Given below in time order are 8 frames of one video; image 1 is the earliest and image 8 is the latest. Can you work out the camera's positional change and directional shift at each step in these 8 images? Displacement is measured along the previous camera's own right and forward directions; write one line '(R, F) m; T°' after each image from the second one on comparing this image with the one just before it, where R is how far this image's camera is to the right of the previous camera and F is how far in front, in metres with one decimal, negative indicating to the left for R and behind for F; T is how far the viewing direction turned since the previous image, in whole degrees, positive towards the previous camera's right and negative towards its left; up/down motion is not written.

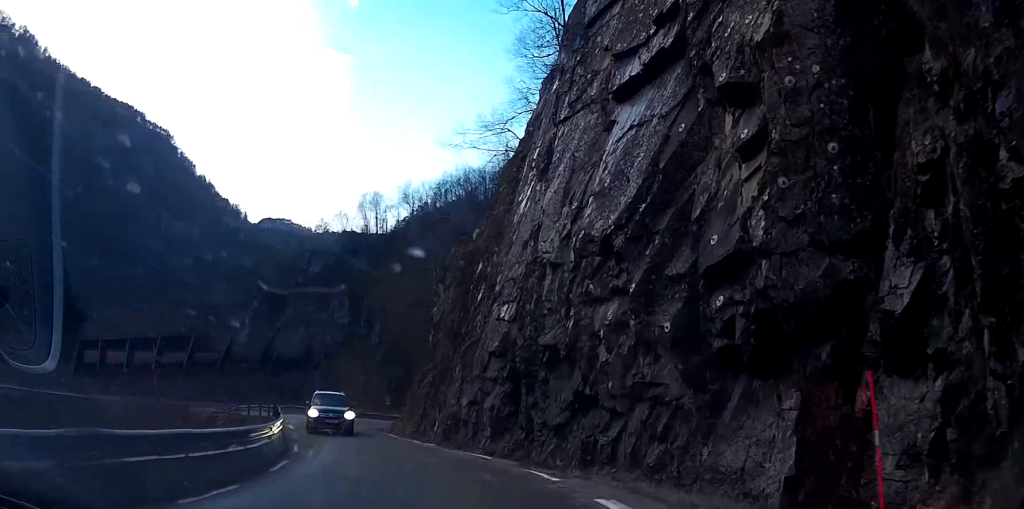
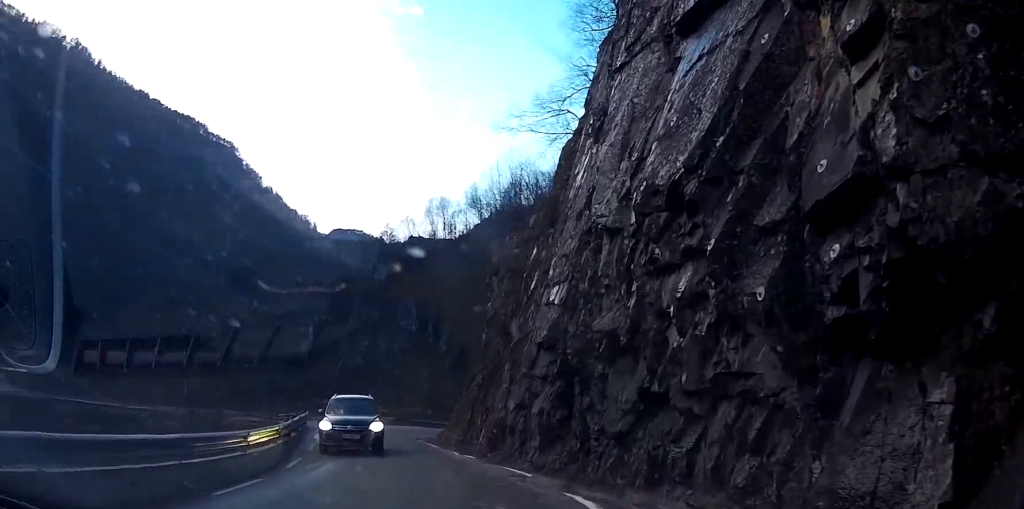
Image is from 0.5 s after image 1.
(-0.5, +4.9) m; -5°
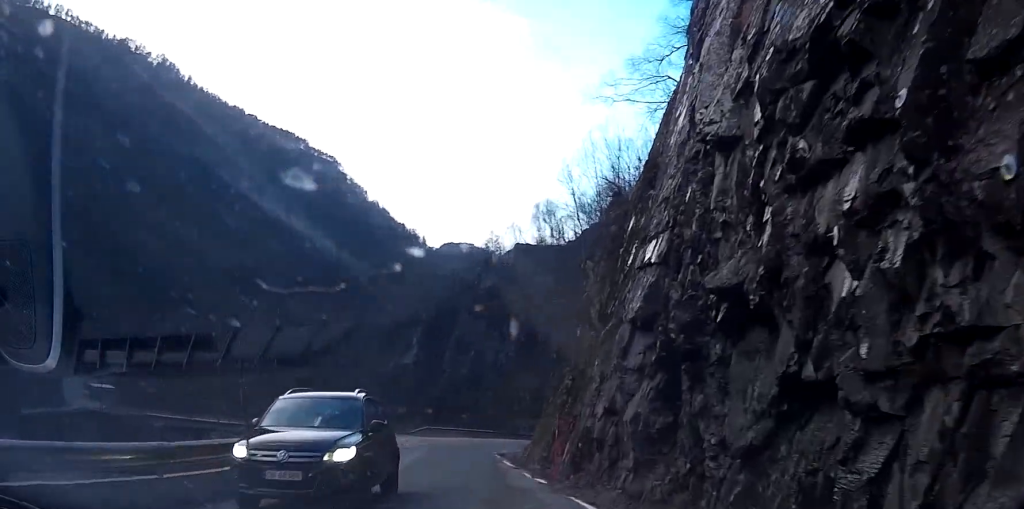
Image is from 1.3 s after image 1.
(-0.4, +6.8) m; -6°
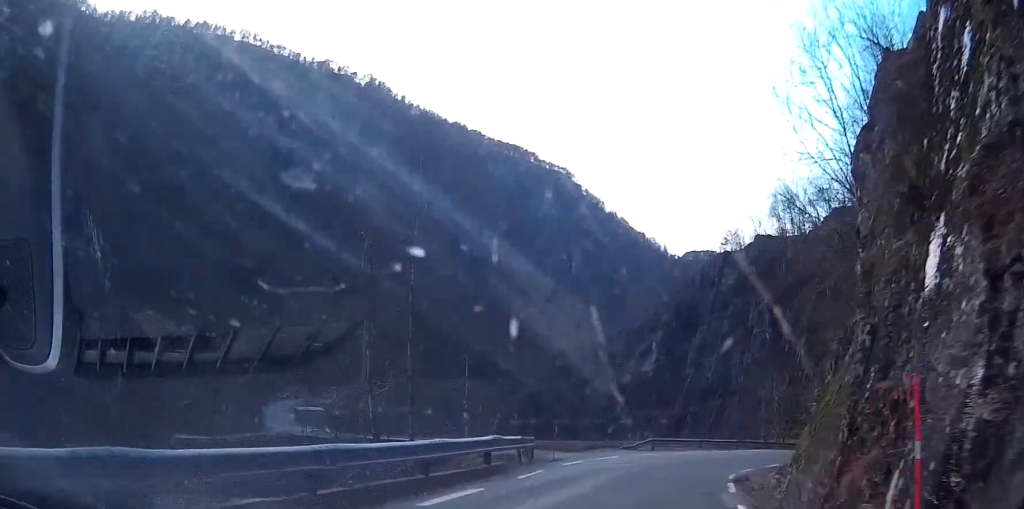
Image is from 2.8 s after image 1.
(-1.3, +15.2) m; -6°
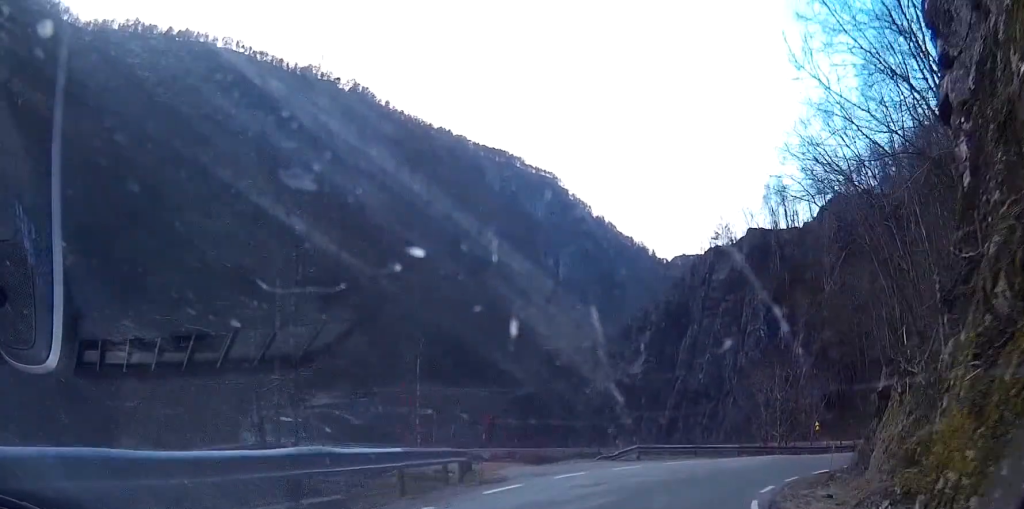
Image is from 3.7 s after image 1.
(+0.2, +10.0) m; 0°
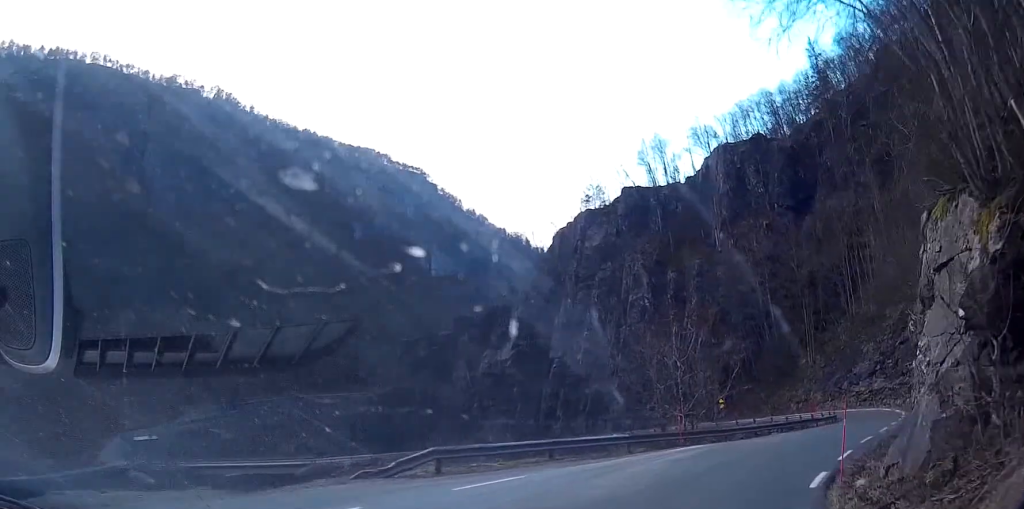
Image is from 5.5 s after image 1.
(+0.6, +20.4) m; +8°
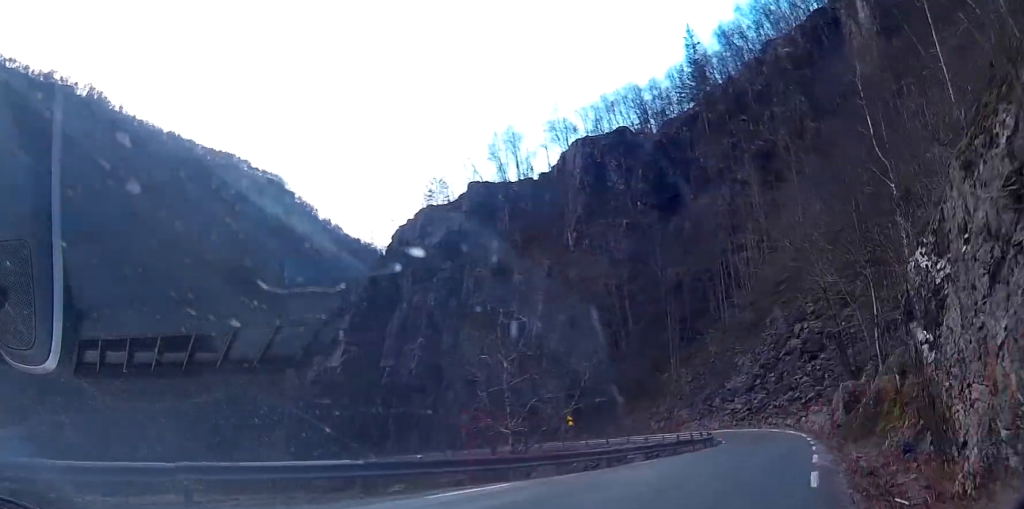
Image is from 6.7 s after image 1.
(+1.2, +12.1) m; +9°
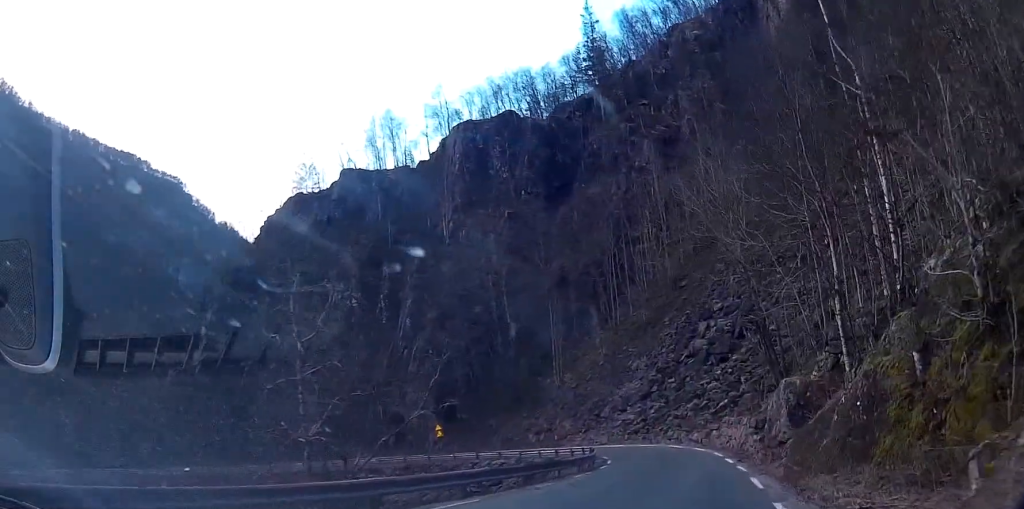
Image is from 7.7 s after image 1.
(+0.3, +10.9) m; +5°
